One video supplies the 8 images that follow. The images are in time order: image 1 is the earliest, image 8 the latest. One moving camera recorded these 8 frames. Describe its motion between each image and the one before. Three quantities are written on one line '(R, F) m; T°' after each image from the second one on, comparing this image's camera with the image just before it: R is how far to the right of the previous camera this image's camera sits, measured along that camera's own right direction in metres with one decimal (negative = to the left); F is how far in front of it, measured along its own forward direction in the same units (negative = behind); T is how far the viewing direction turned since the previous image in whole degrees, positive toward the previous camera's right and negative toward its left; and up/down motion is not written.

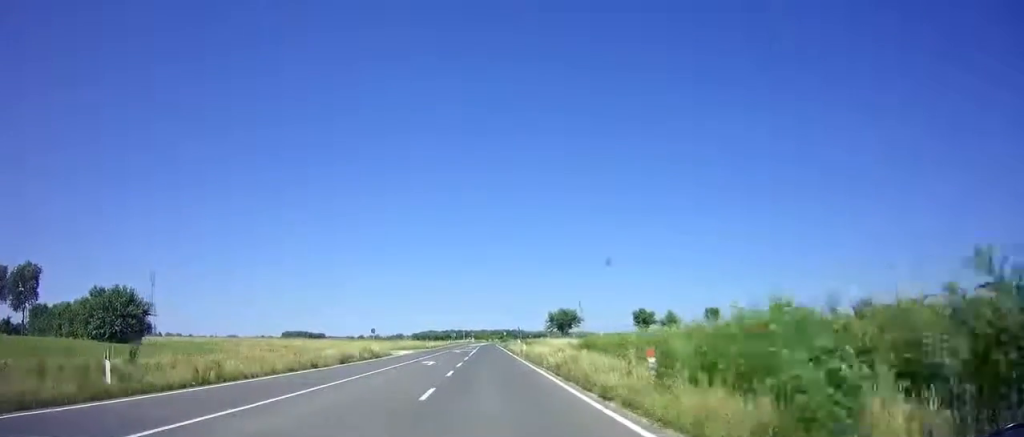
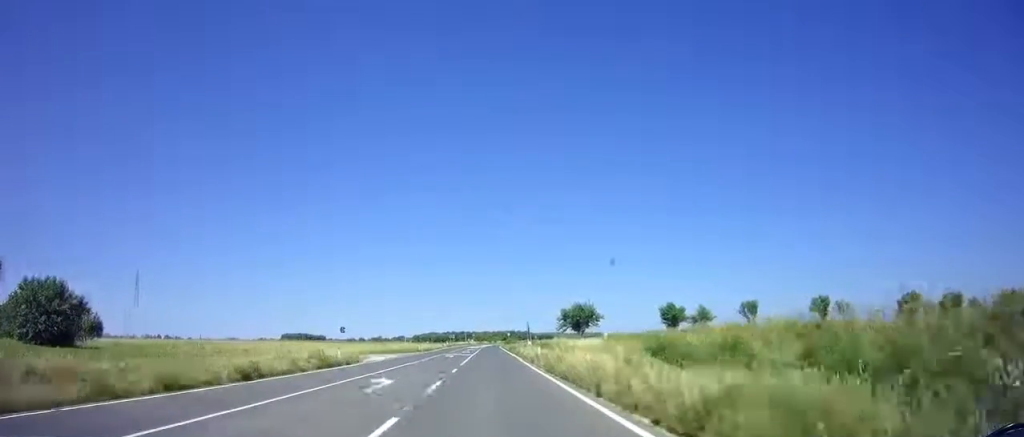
(0.0, +12.6) m; 0°
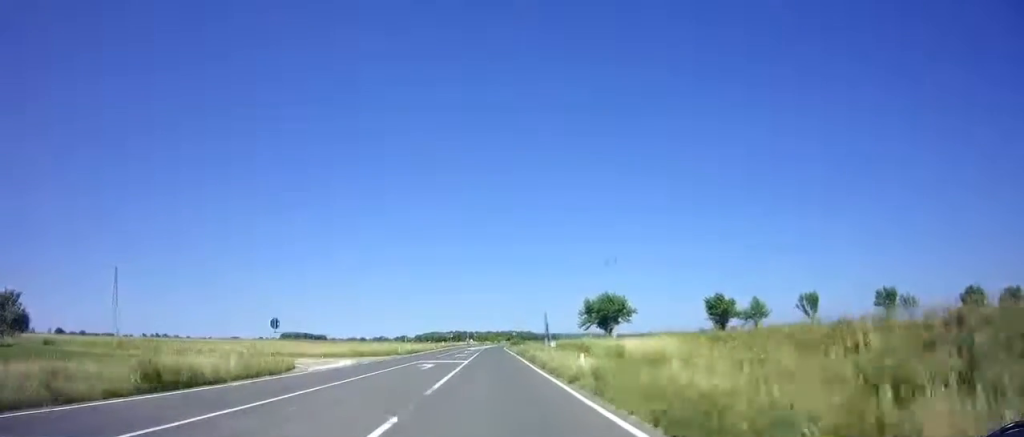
(0.0, +15.6) m; -1°
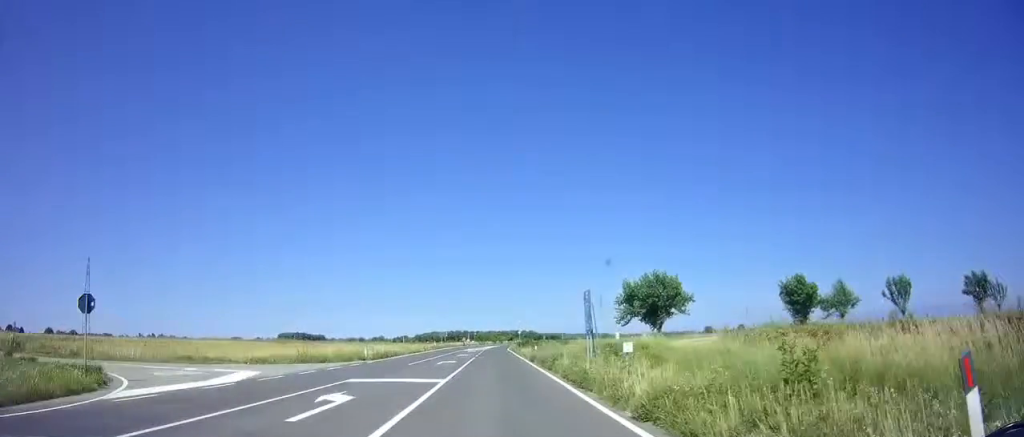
(-0.1, +15.7) m; 0°
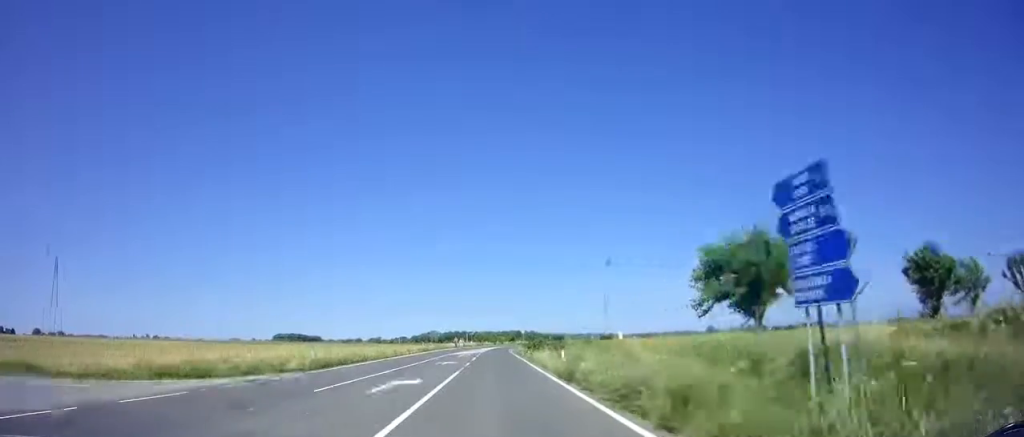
(-0.3, +15.1) m; 0°
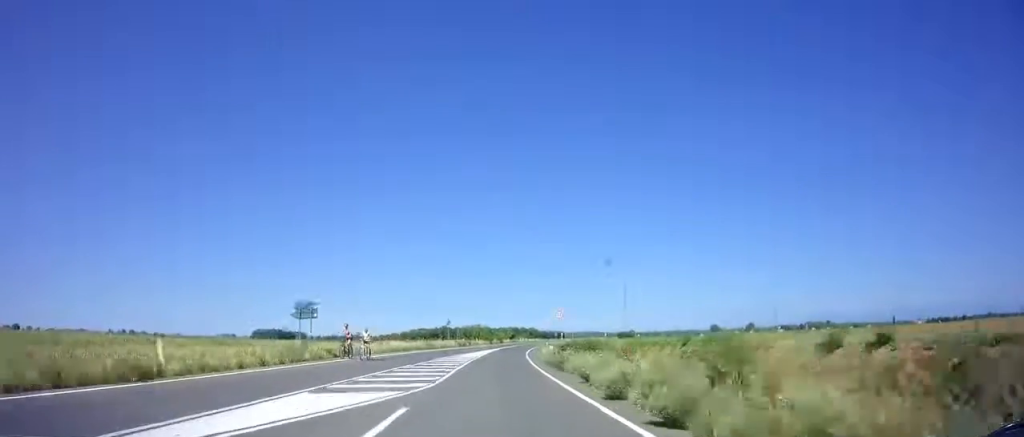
(+1.4, +51.7) m; +3°
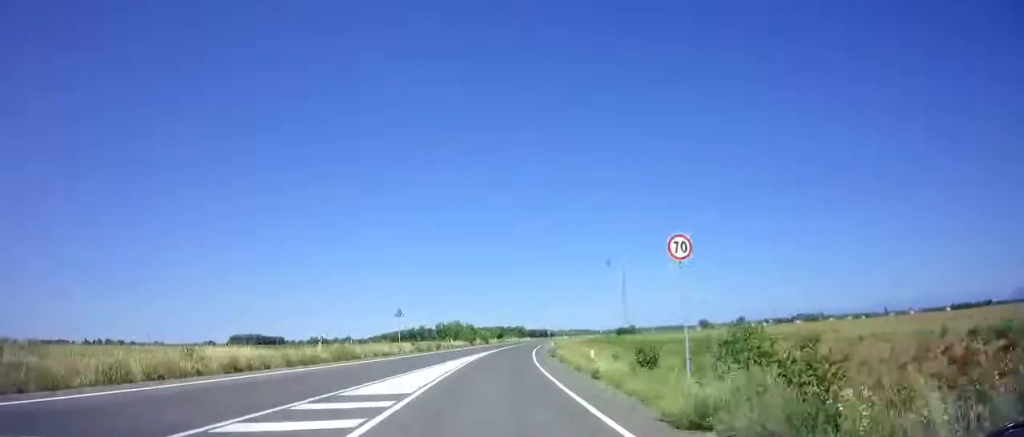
(+0.3, +25.0) m; +2°
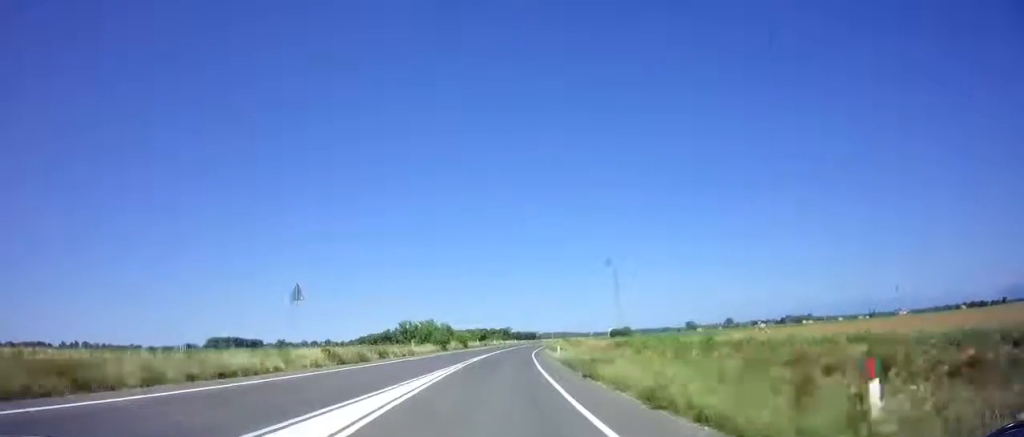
(+0.3, +18.4) m; +2°
